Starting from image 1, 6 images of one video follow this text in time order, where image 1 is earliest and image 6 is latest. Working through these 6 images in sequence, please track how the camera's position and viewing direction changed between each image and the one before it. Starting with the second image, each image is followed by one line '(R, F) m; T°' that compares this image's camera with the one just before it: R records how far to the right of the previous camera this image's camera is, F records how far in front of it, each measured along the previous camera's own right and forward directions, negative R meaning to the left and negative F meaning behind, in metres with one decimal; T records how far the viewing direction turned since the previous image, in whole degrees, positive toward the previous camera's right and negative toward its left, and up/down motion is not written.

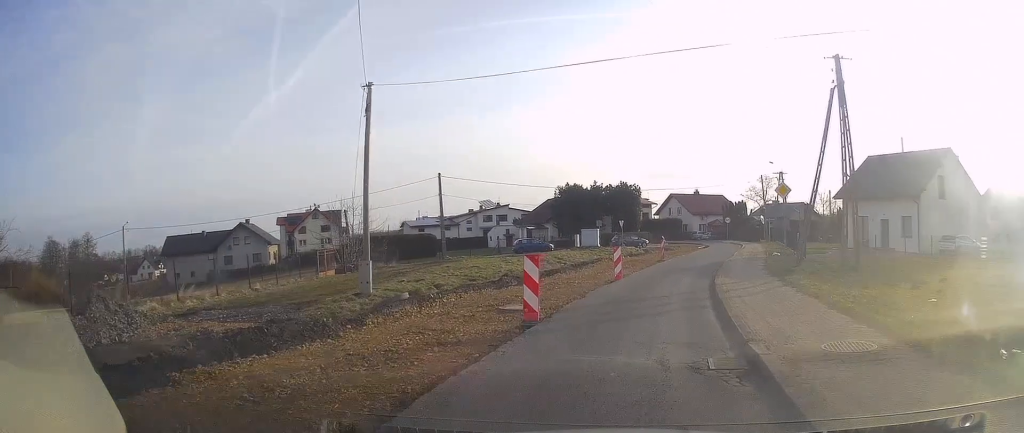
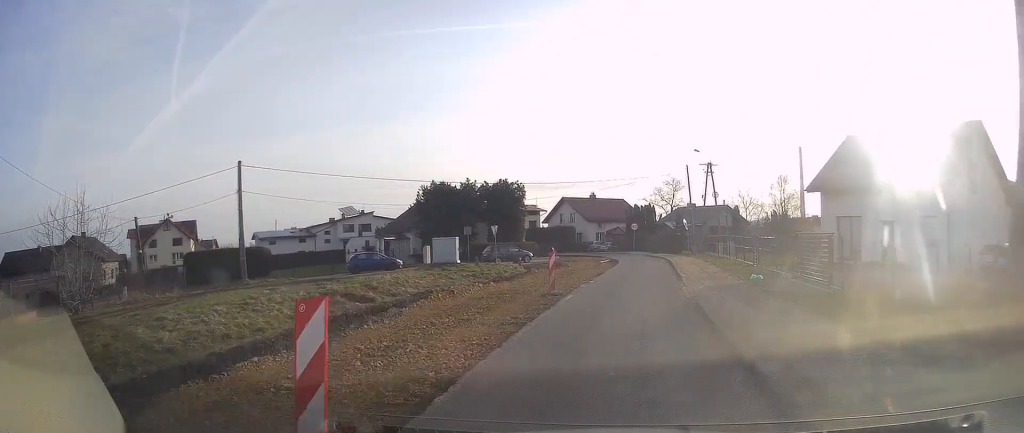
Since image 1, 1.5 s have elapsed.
(+1.5, +16.3) m; +13°
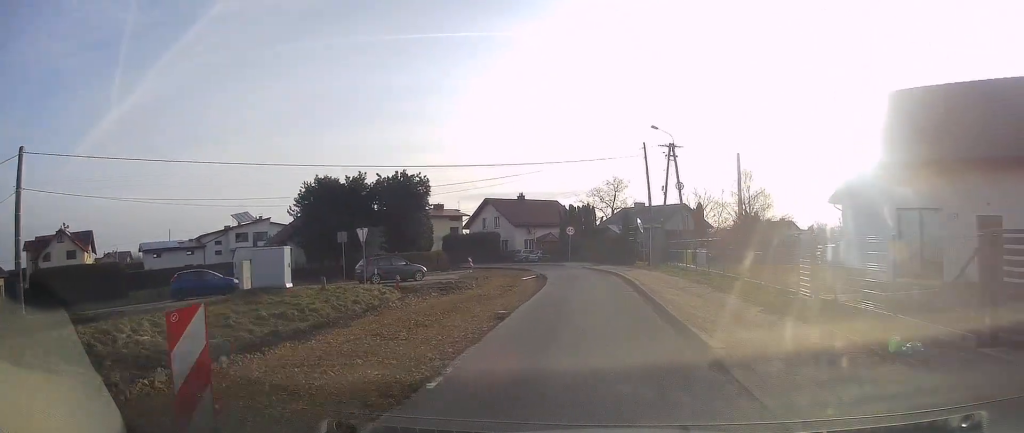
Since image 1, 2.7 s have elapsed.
(+1.1, +13.3) m; +5°
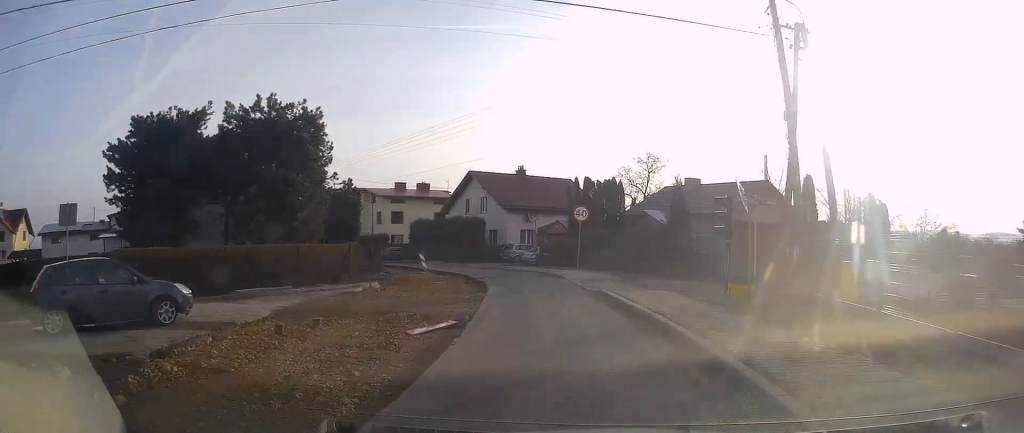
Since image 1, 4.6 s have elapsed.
(-0.9, +21.9) m; -5°
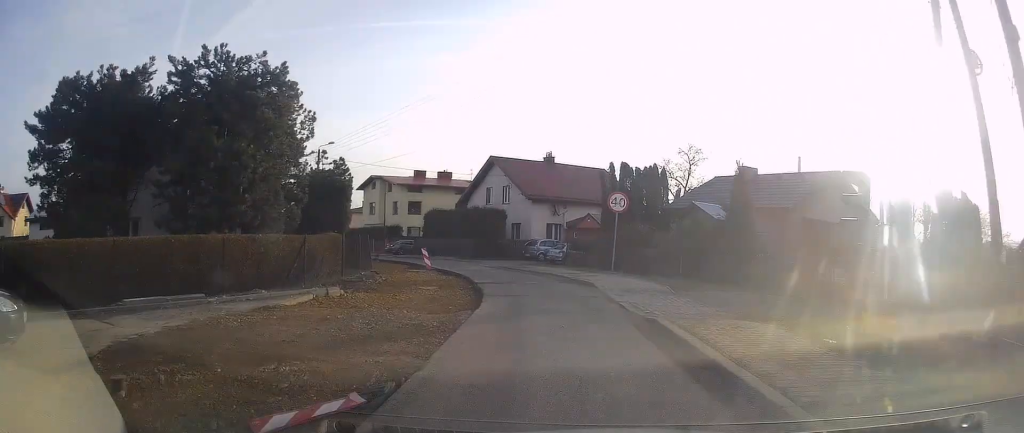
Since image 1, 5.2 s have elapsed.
(0.0, +6.2) m; -1°
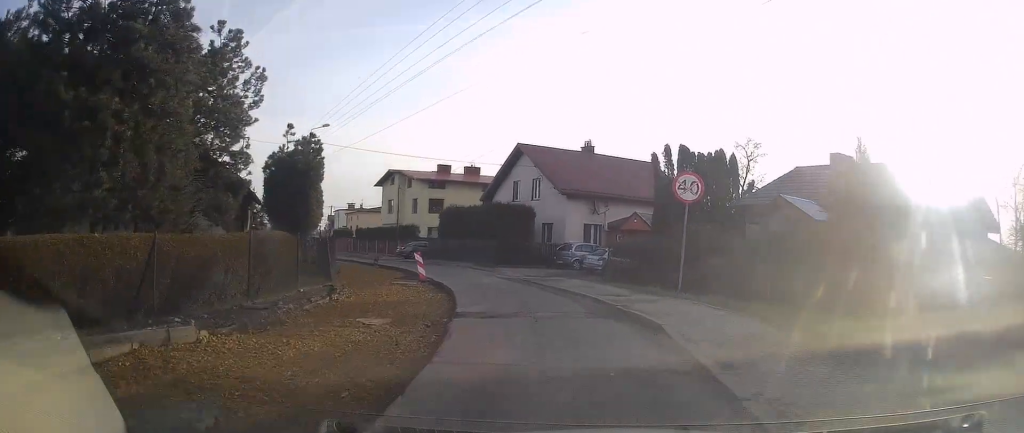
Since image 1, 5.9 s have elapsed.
(-0.1, +7.9) m; -3°
